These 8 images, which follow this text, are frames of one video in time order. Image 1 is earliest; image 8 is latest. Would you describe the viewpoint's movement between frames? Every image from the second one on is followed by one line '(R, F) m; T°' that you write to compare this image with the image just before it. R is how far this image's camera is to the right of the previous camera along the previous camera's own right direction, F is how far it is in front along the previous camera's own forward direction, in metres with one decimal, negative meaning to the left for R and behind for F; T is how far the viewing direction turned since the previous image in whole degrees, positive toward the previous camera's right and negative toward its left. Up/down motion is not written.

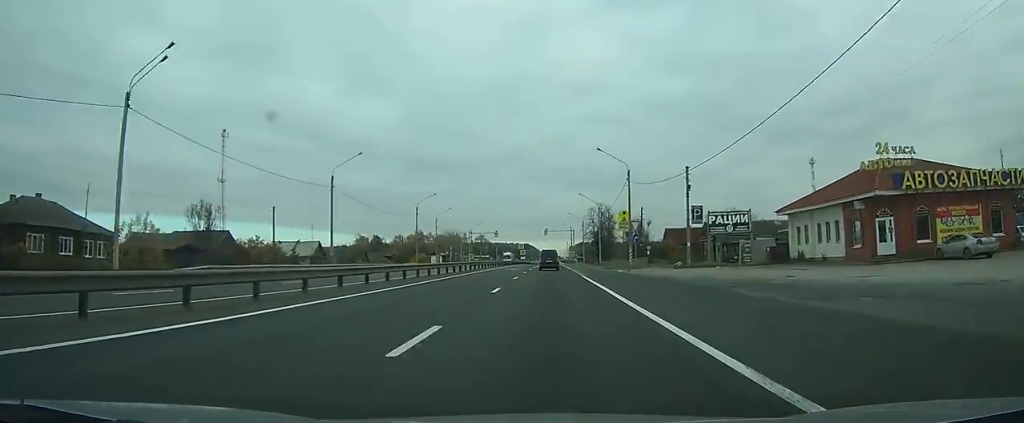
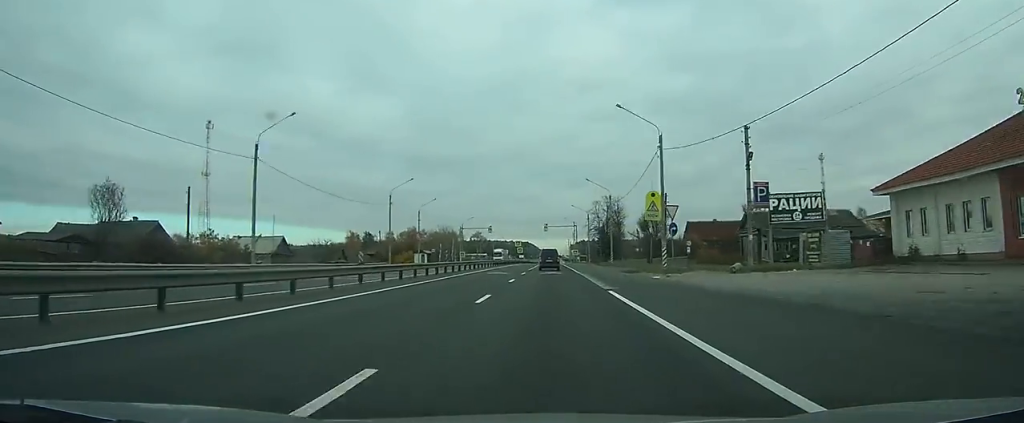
(0.0, +16.5) m; 0°
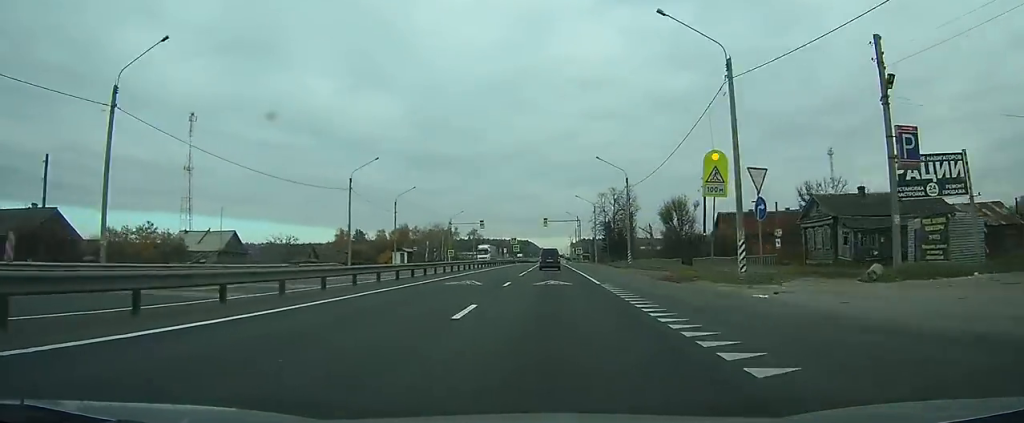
(0.0, +16.4) m; 0°
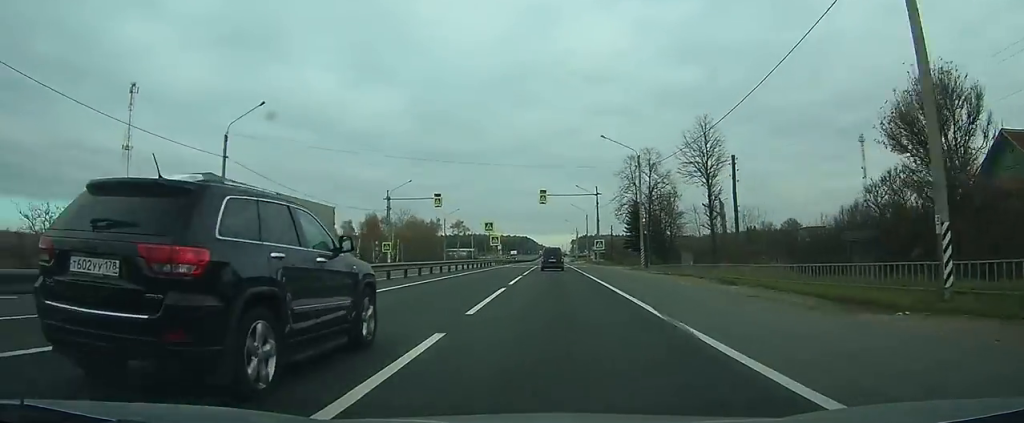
(-0.1, +48.6) m; 0°
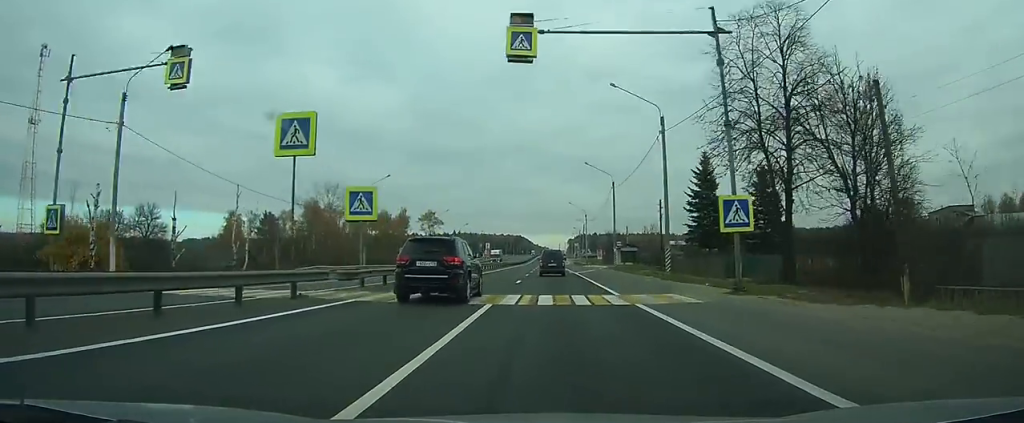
(+0.2, +50.3) m; +1°
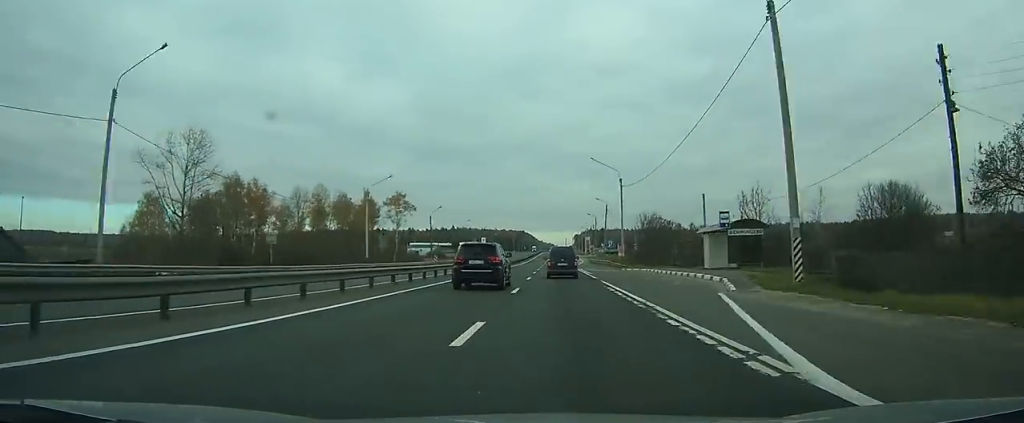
(+0.2, +43.9) m; 0°
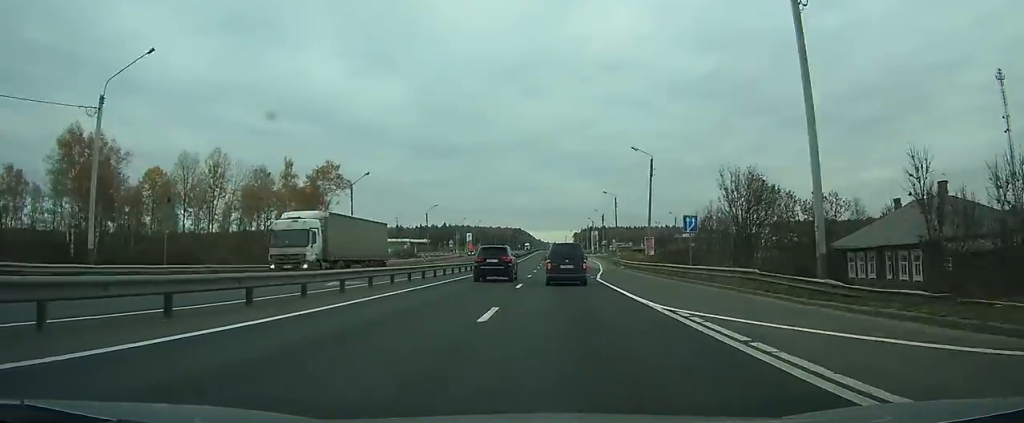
(0.0, +45.1) m; 0°
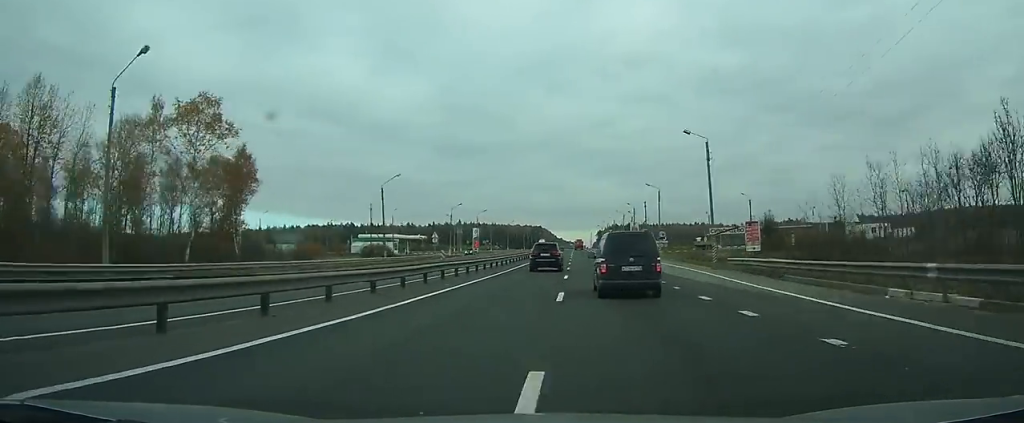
(-0.4, +42.5) m; -1°
